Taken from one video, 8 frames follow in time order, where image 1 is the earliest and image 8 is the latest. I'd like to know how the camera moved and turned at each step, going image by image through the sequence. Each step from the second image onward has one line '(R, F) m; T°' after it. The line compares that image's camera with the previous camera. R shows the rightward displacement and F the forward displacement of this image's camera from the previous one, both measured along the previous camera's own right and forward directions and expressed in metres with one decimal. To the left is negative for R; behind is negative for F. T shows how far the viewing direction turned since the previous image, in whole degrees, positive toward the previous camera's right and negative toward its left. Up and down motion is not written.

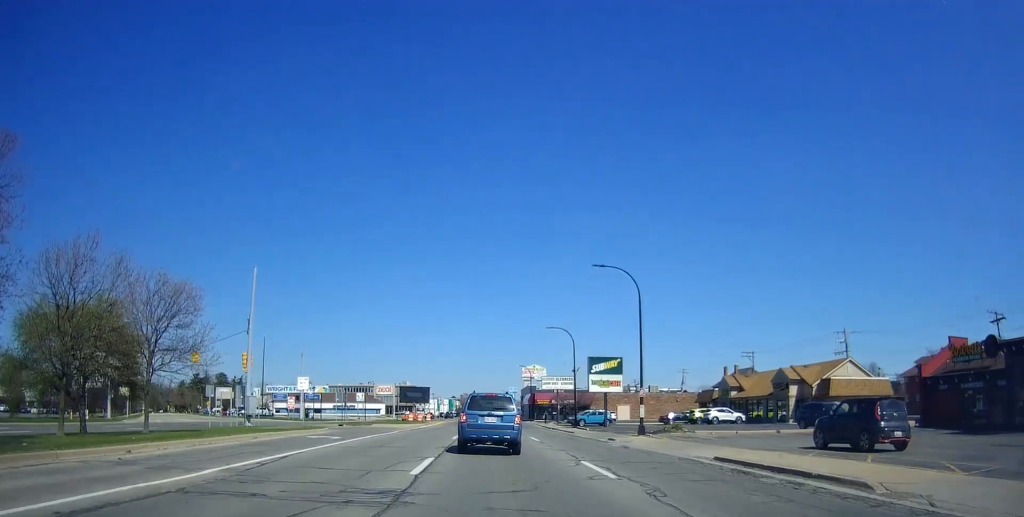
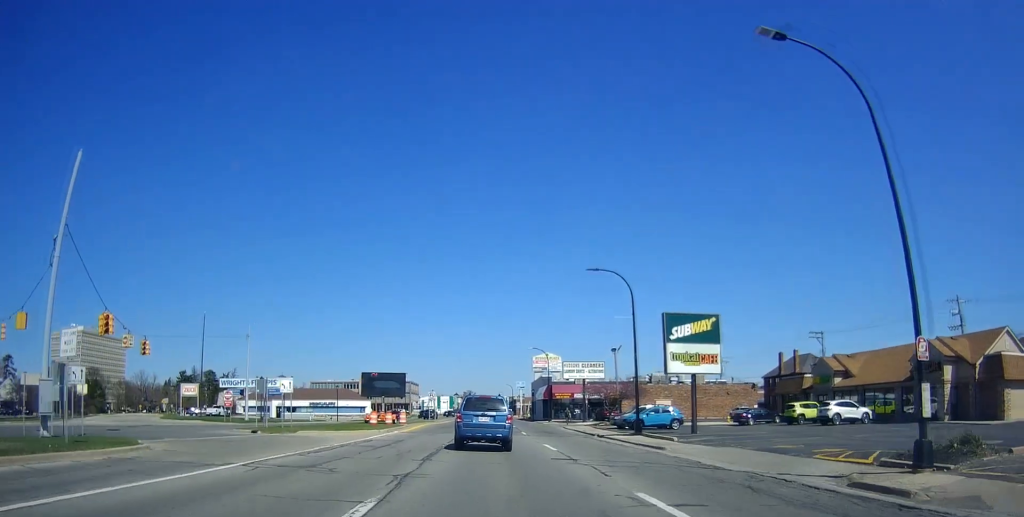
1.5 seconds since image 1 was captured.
(+0.6, +23.1) m; -2°
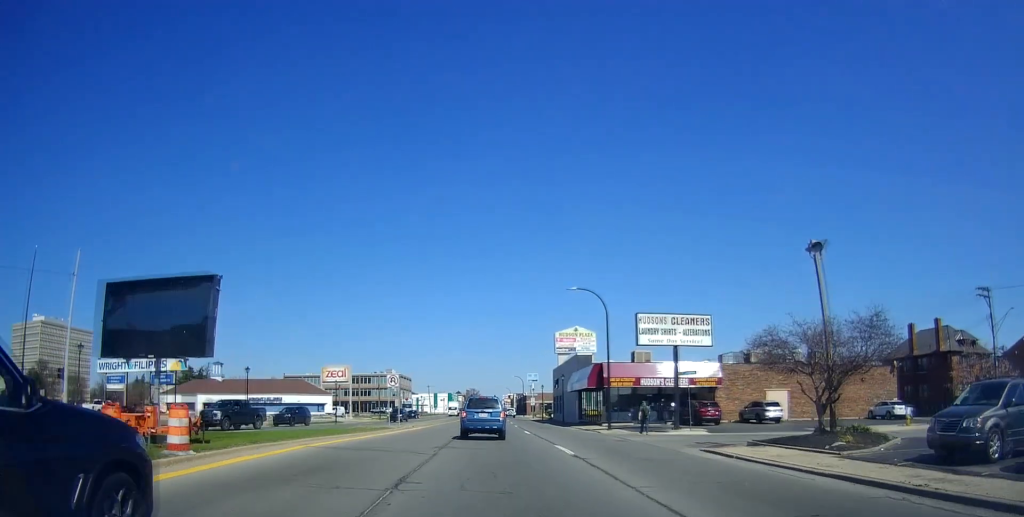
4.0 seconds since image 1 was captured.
(-0.7, +33.4) m; +2°
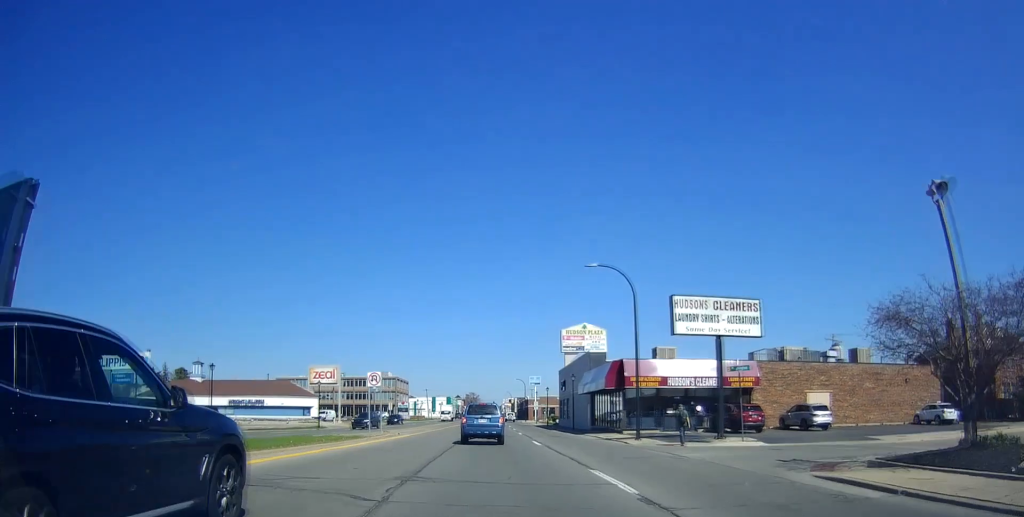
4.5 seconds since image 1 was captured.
(+0.2, +7.1) m; 0°
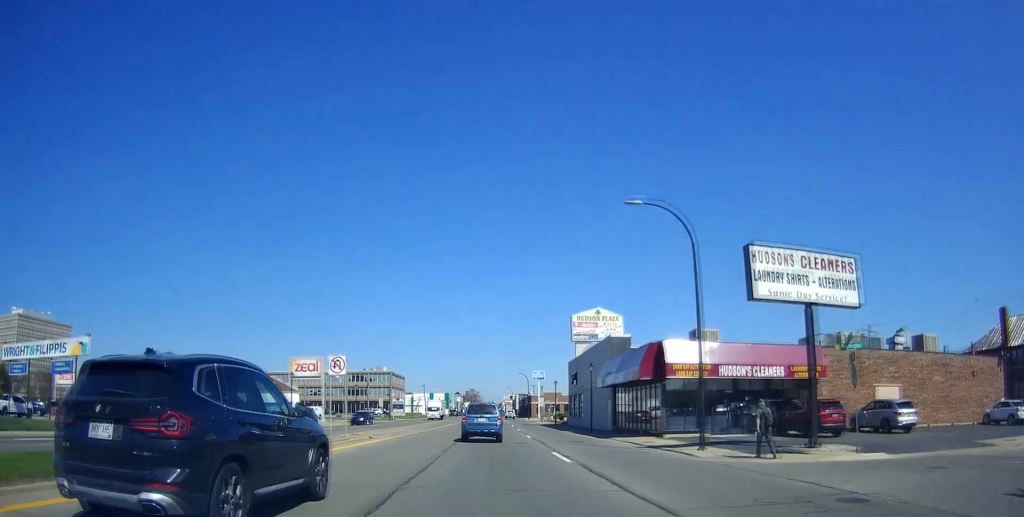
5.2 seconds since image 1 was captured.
(0.0, +9.2) m; -1°
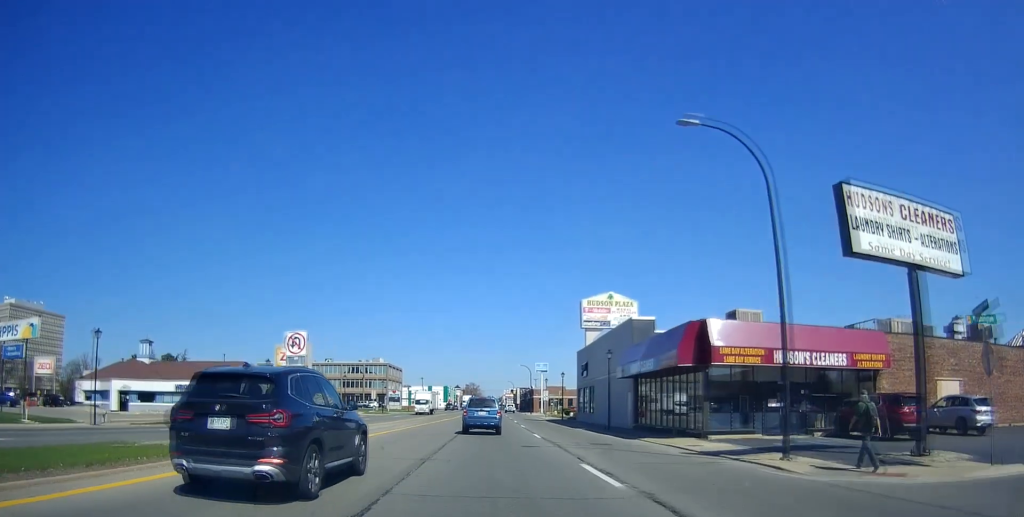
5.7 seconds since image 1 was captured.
(0.0, +6.5) m; -1°
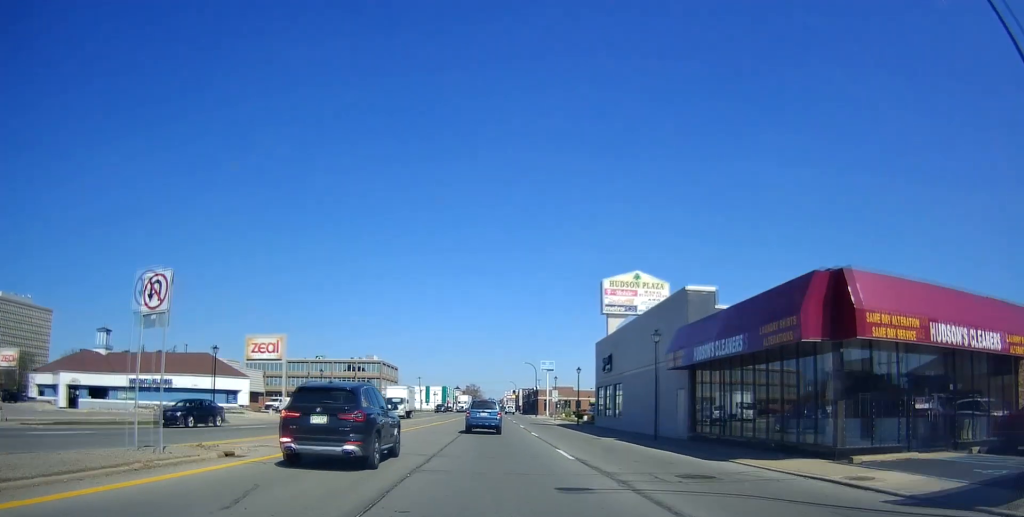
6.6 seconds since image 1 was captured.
(-0.3, +10.5) m; 0°
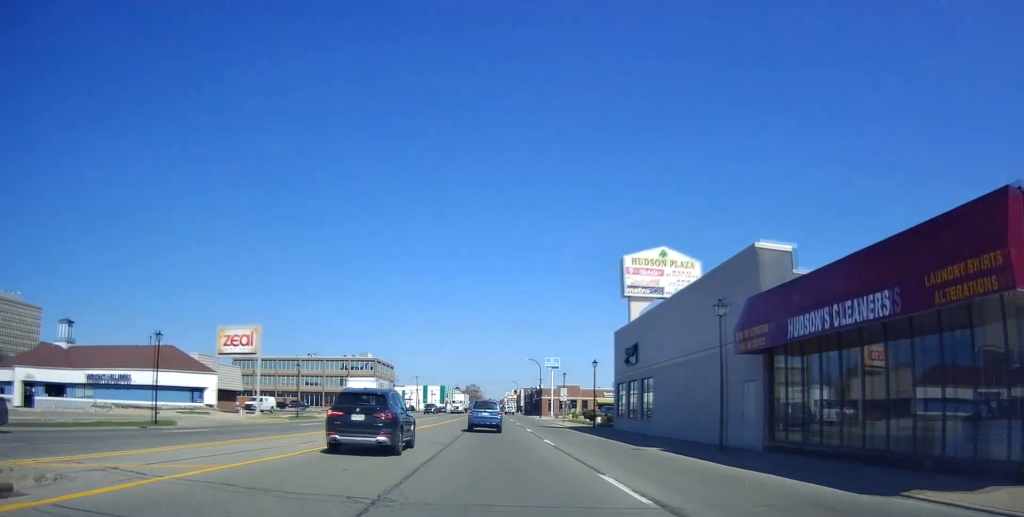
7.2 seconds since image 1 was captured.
(0.0, +7.9) m; +1°
